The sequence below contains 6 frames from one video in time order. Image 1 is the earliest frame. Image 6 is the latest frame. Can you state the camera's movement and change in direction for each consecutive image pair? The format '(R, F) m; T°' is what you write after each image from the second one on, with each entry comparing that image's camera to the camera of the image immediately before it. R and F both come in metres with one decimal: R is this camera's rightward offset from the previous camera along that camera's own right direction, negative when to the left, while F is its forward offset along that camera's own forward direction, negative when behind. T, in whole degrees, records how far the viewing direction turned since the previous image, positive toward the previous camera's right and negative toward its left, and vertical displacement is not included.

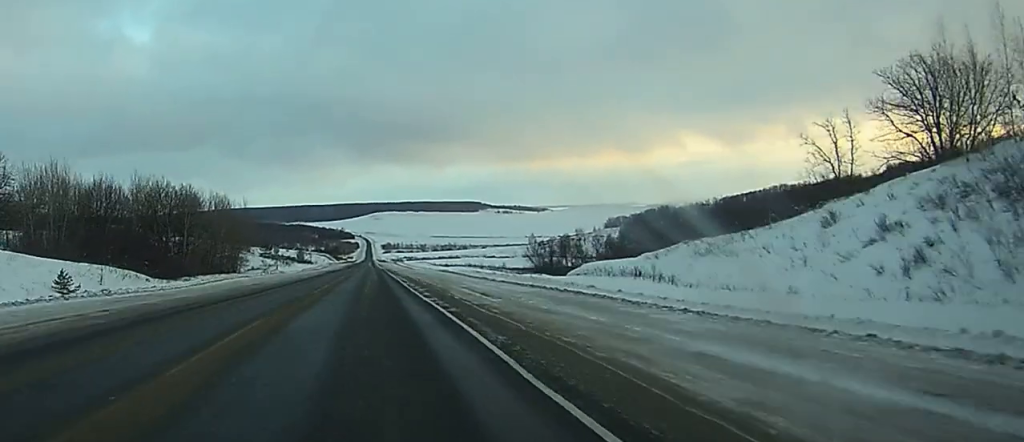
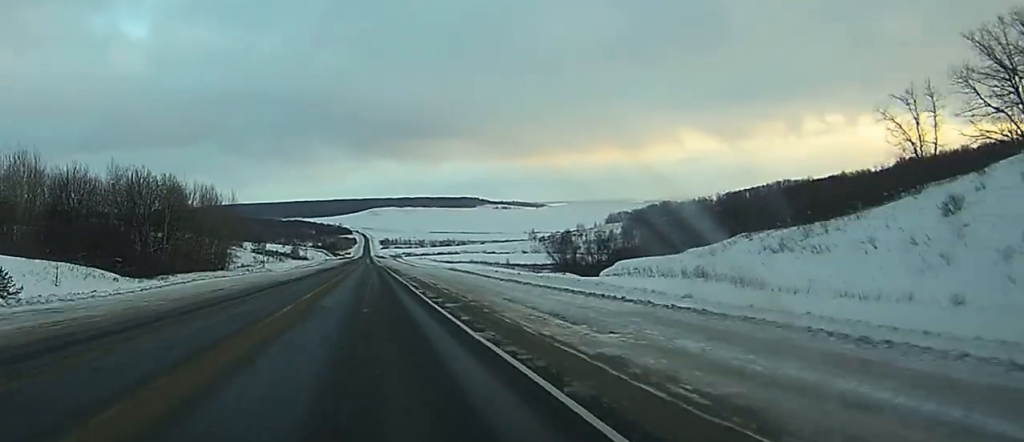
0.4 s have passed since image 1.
(+0.1, +11.6) m; 0°
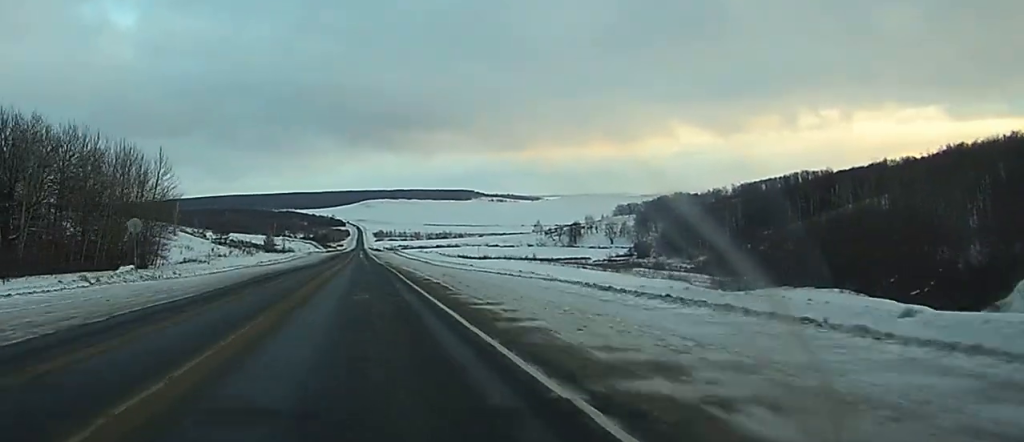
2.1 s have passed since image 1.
(+0.1, +48.6) m; 0°
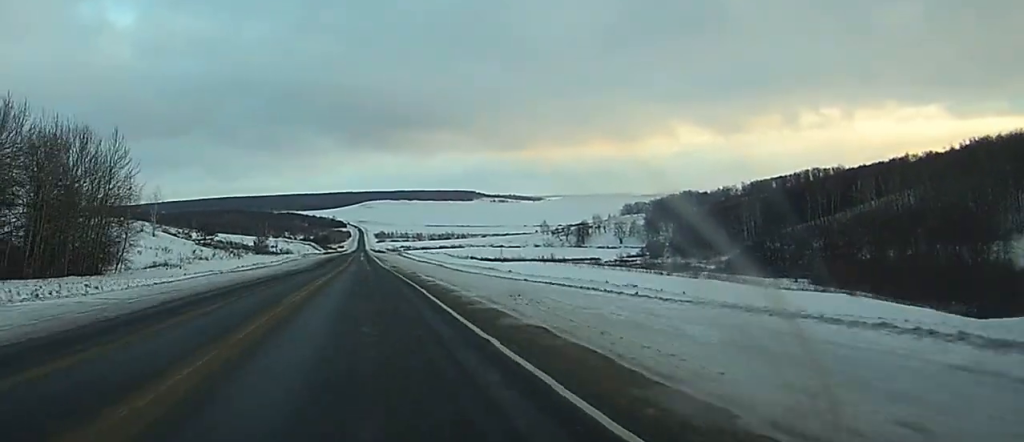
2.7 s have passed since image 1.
(0.0, +18.5) m; 0°
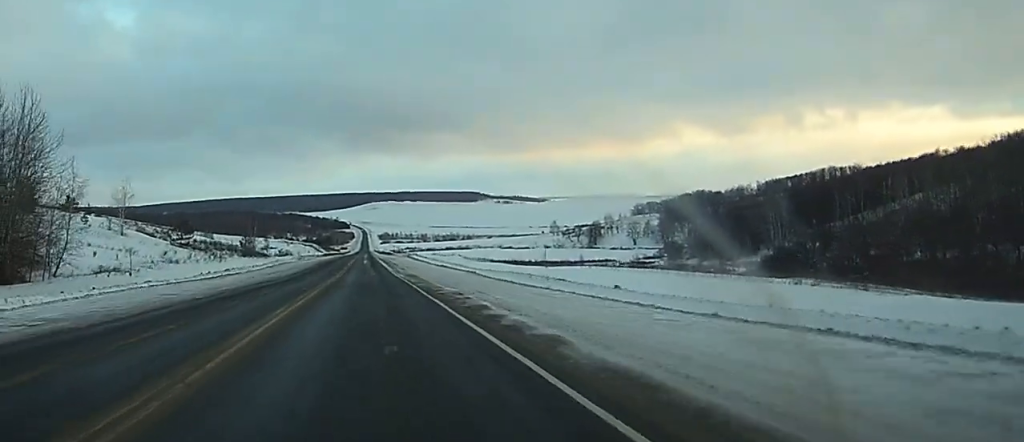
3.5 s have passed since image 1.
(+0.1, +22.4) m; 0°
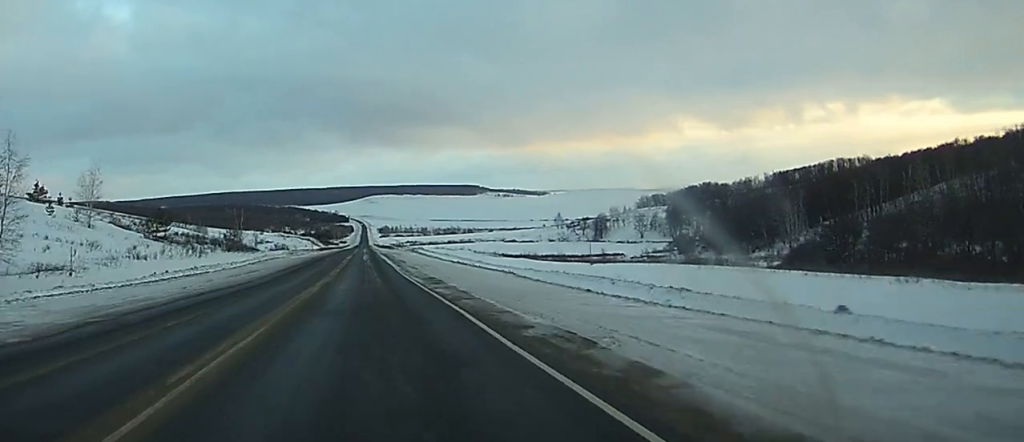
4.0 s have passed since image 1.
(+0.1, +15.6) m; 0°
